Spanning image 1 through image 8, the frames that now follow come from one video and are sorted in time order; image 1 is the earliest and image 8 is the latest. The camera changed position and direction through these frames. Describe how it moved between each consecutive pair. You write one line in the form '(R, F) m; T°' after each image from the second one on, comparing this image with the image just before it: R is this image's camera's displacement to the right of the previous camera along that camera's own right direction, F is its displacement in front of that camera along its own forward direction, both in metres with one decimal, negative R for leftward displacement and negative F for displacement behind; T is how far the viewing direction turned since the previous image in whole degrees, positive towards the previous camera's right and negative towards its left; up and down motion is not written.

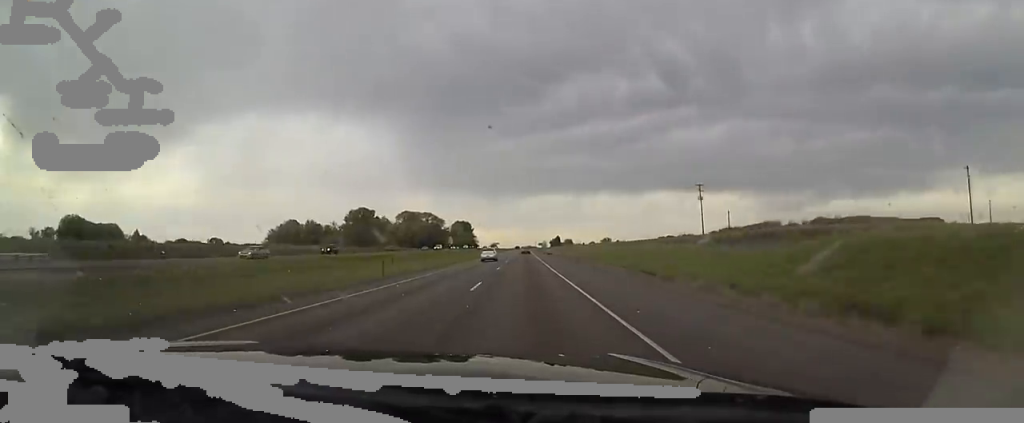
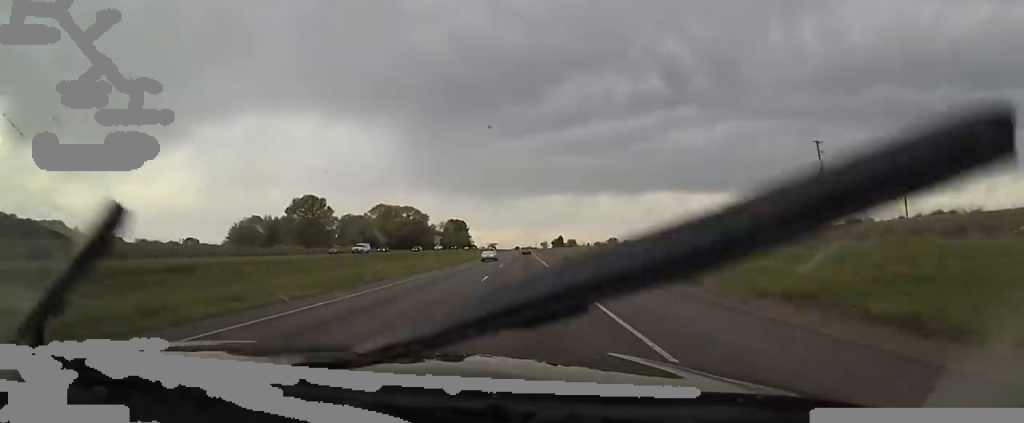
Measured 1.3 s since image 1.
(-0.8, +40.3) m; -1°
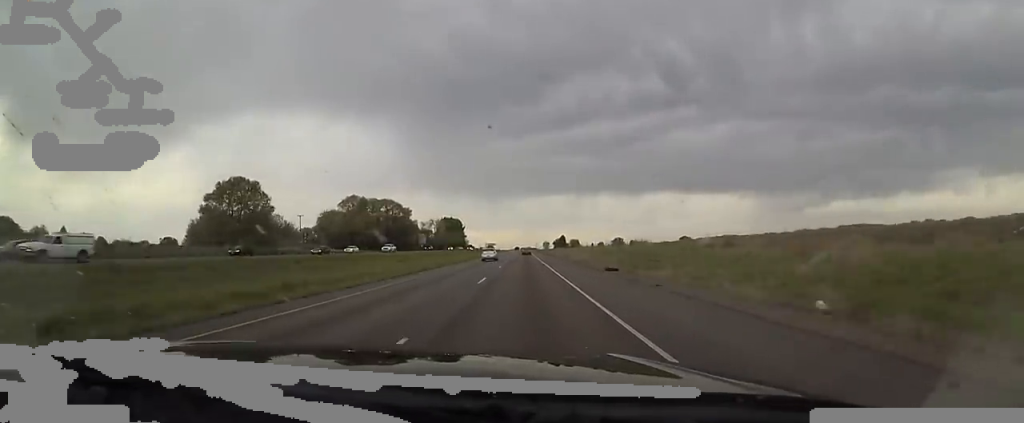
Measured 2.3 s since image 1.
(+0.1, +32.7) m; +1°
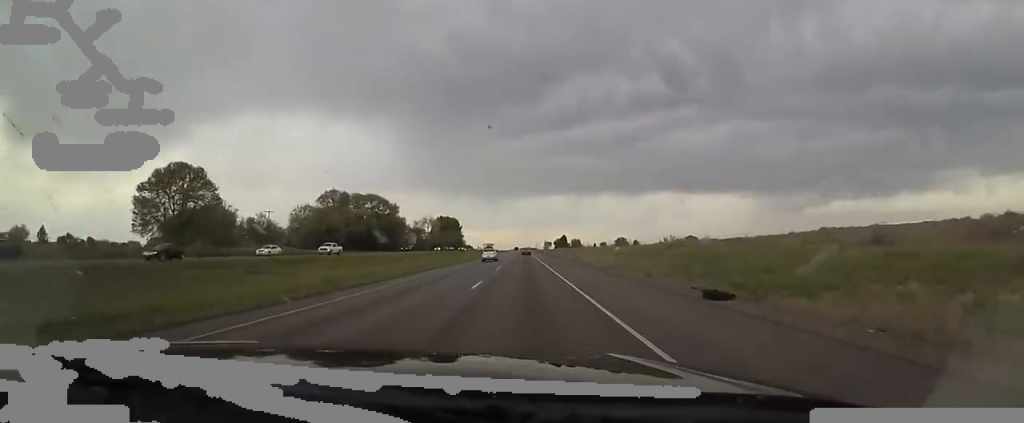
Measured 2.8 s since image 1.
(+0.4, +17.7) m; +1°
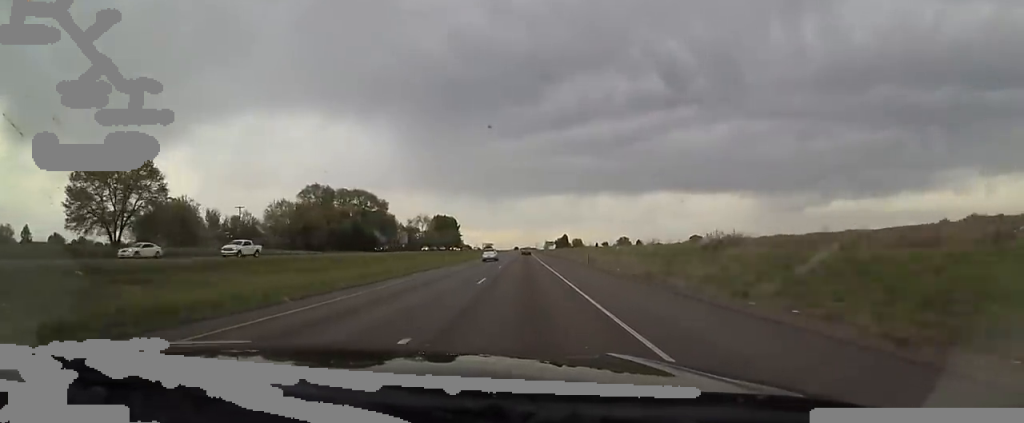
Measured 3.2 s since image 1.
(+0.1, +13.3) m; 0°
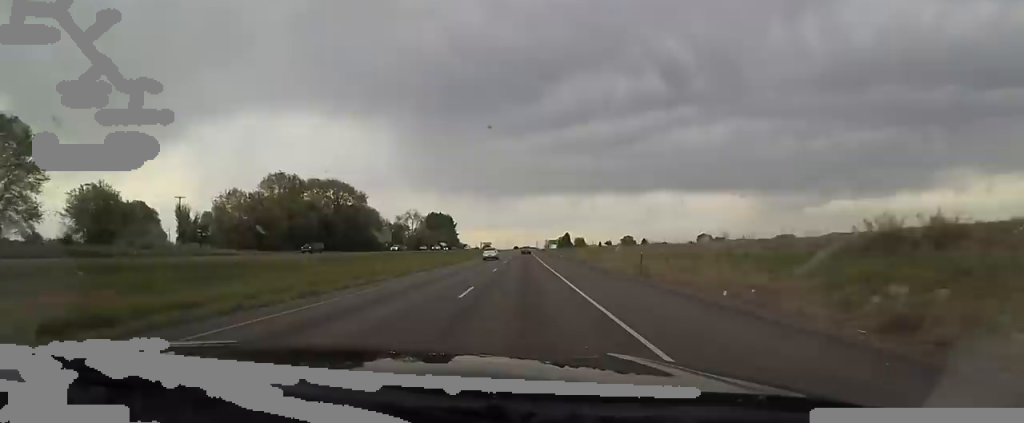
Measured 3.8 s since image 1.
(0.0, +21.3) m; -2°
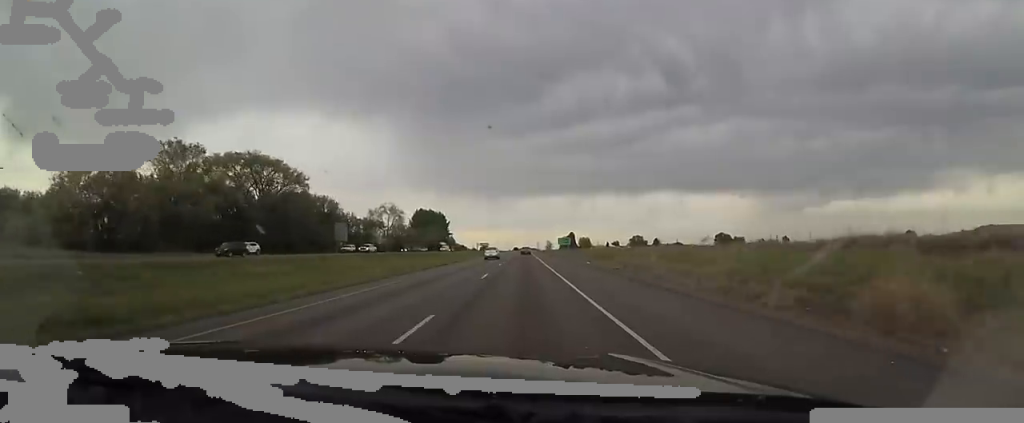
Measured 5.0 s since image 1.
(-1.2, +38.5) m; 0°
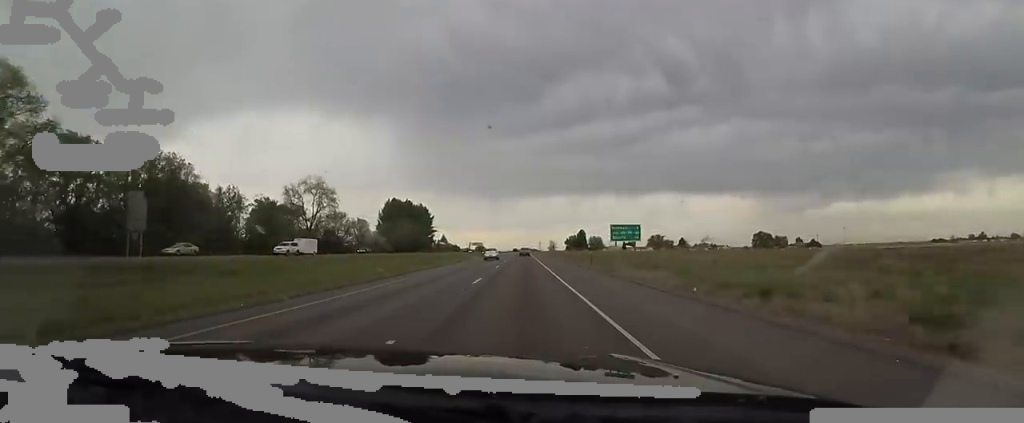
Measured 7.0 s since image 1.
(+2.0, +63.9) m; +1°
